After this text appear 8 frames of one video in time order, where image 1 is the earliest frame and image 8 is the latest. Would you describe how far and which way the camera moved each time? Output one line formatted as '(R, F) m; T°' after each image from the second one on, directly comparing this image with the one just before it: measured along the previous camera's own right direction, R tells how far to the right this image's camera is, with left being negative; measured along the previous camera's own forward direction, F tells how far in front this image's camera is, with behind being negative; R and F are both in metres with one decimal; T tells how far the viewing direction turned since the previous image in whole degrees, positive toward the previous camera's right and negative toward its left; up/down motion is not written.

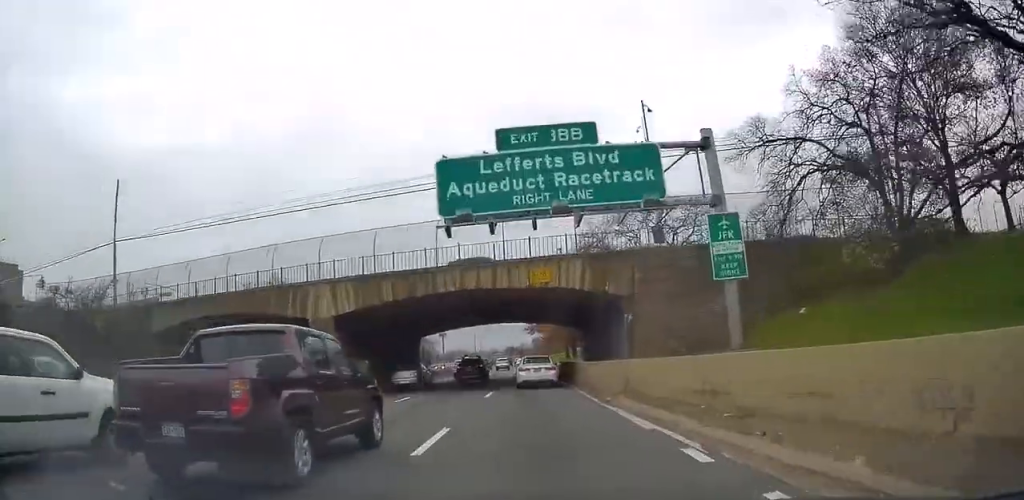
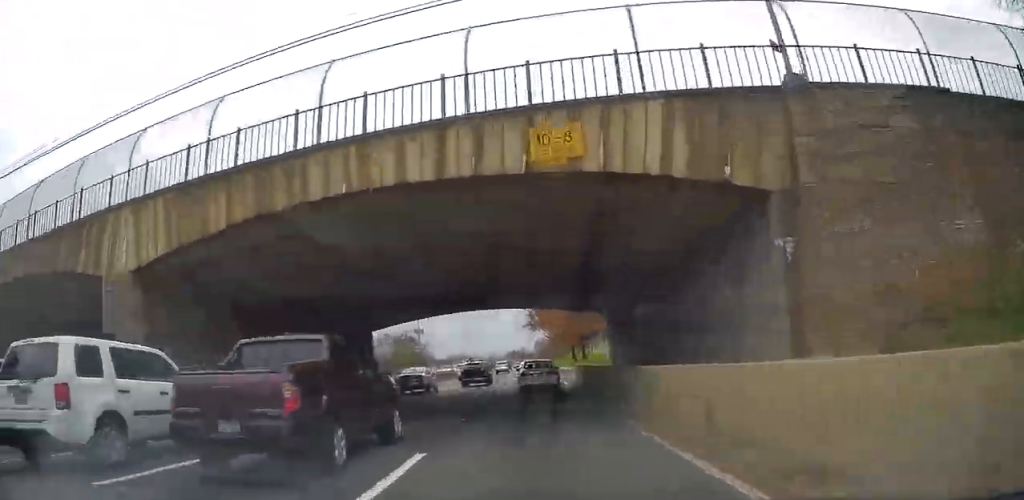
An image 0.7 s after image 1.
(0.0, +15.9) m; 0°
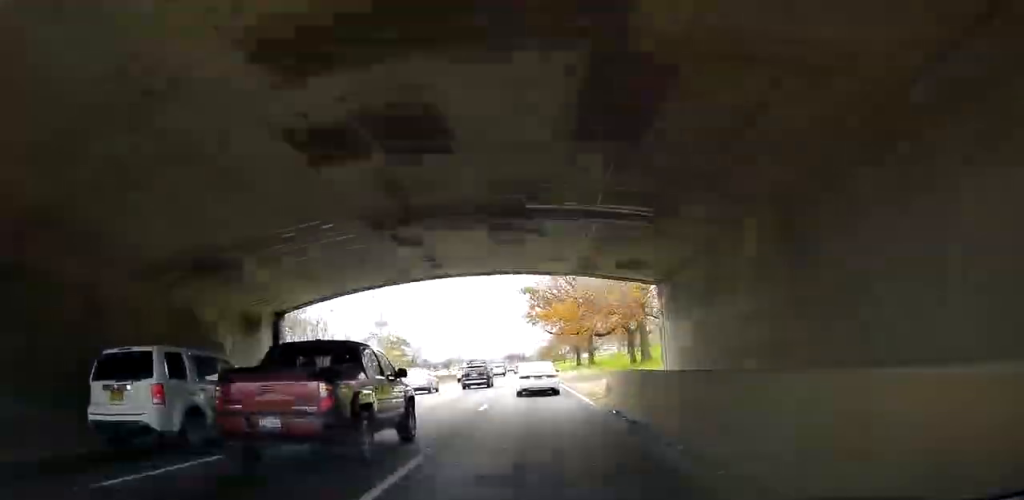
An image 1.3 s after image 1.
(0.0, +13.2) m; -1°
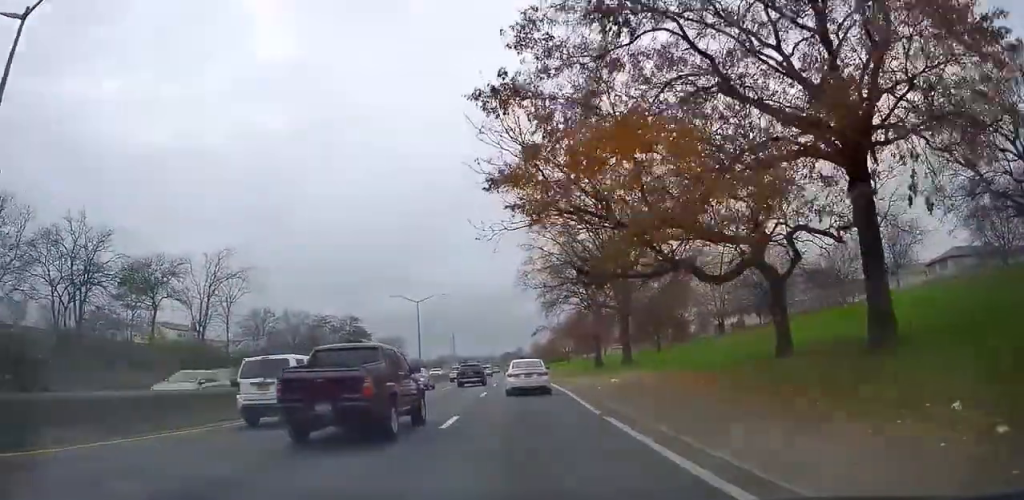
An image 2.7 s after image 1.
(-0.6, +32.8) m; 0°
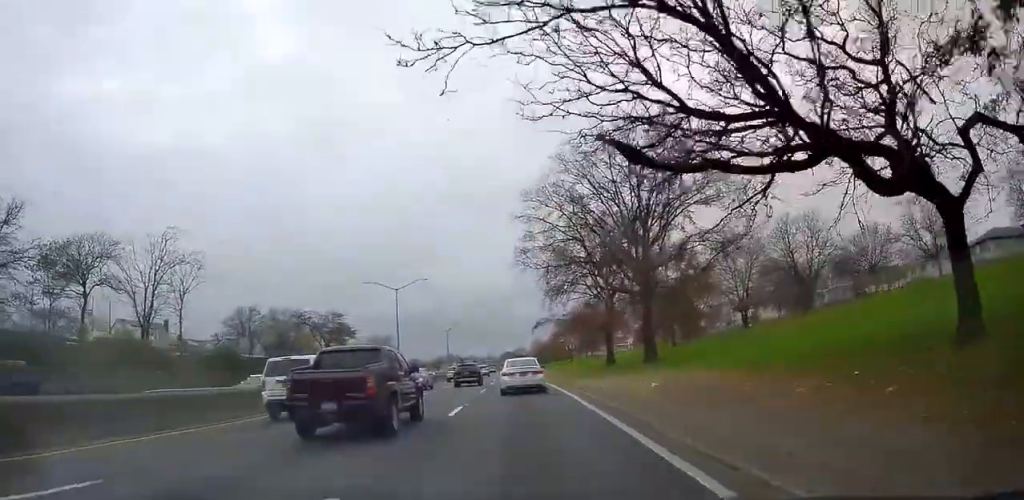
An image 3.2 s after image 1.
(+0.2, +10.2) m; +1°
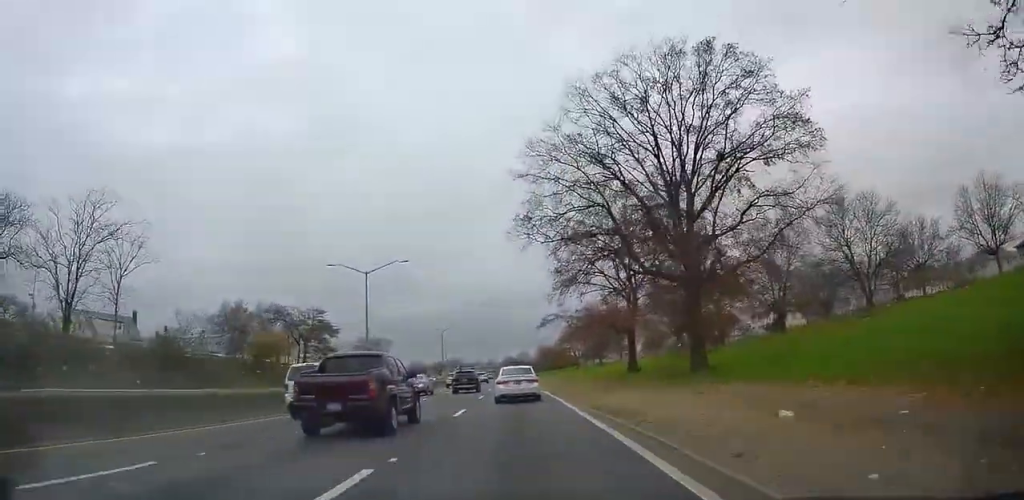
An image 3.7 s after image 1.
(+0.1, +11.3) m; +1°
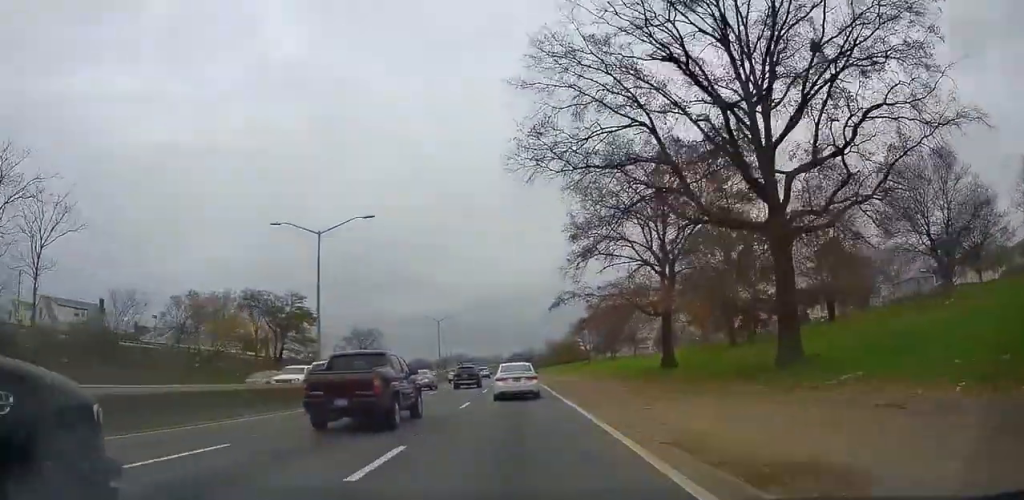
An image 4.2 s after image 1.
(0.0, +10.8) m; 0°
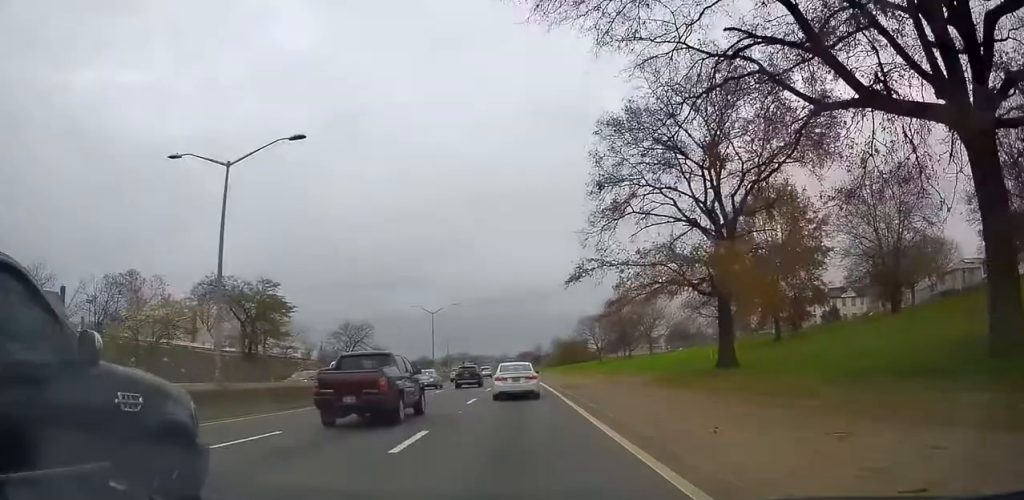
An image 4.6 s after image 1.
(0.0, +10.7) m; 0°
